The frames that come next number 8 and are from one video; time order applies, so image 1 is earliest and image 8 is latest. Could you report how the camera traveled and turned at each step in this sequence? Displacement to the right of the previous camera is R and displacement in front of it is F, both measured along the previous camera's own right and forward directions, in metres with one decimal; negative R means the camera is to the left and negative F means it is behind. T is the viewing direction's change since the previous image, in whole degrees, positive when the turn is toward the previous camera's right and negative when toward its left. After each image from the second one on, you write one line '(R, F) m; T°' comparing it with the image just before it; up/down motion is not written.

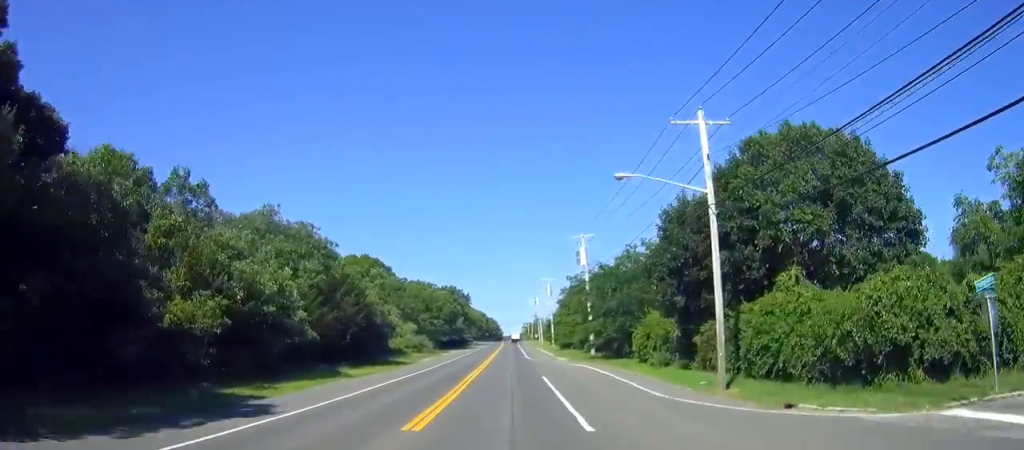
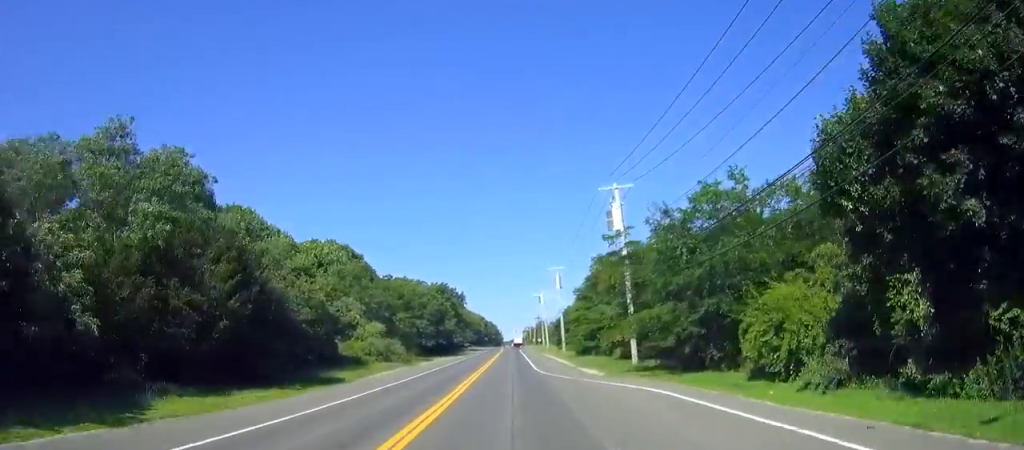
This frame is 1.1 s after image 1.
(+0.2, +22.2) m; 0°
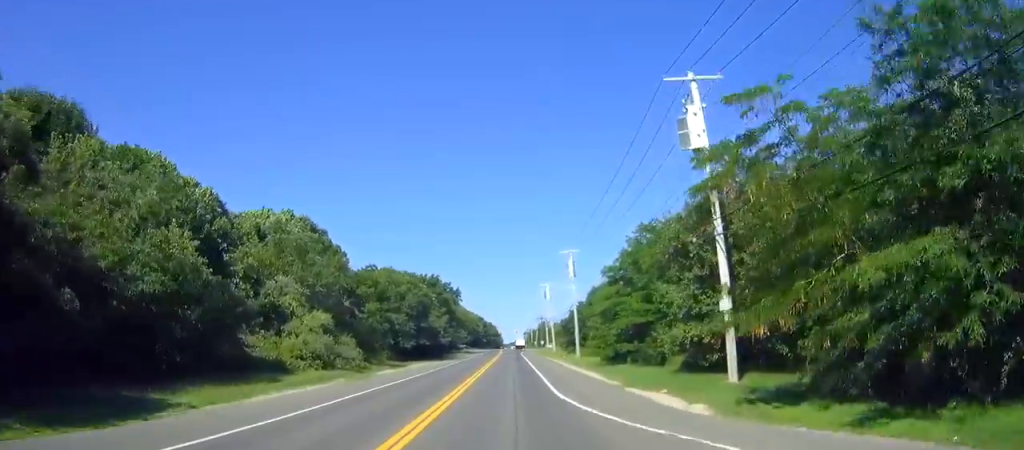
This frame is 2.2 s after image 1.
(0.0, +19.9) m; 0°
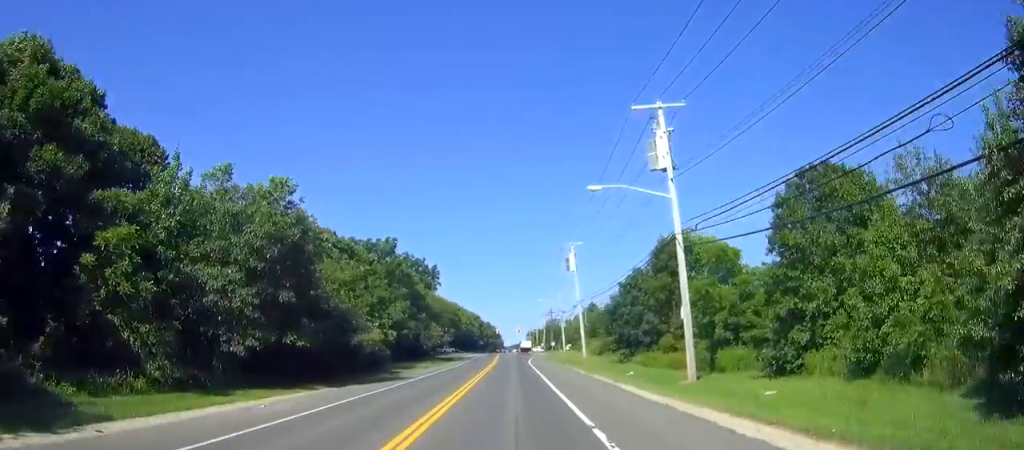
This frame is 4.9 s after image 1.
(-0.4, +47.0) m; -1°
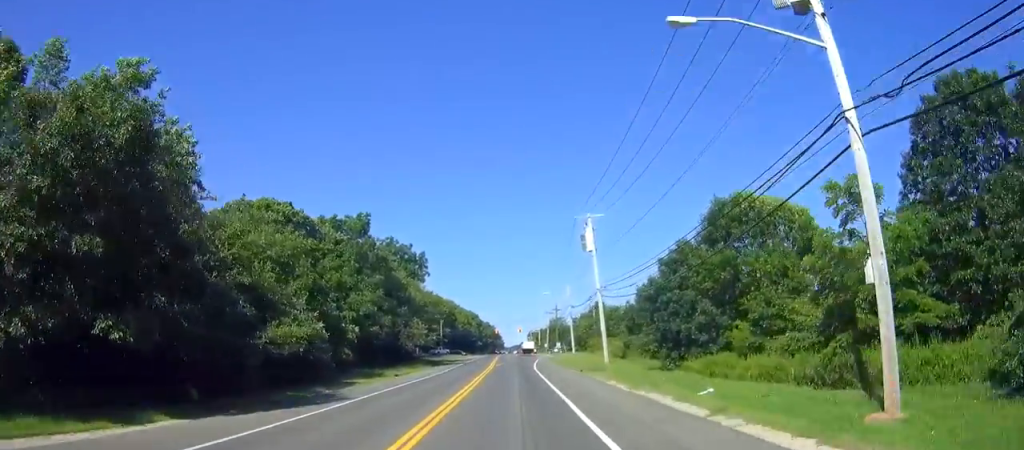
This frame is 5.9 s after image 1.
(-0.1, +15.8) m; 0°
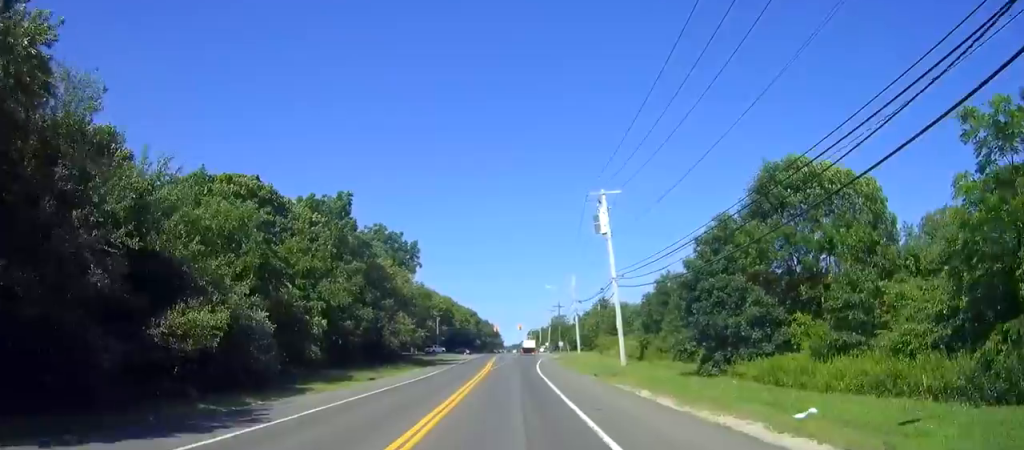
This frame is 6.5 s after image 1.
(-0.1, +8.5) m; +1°
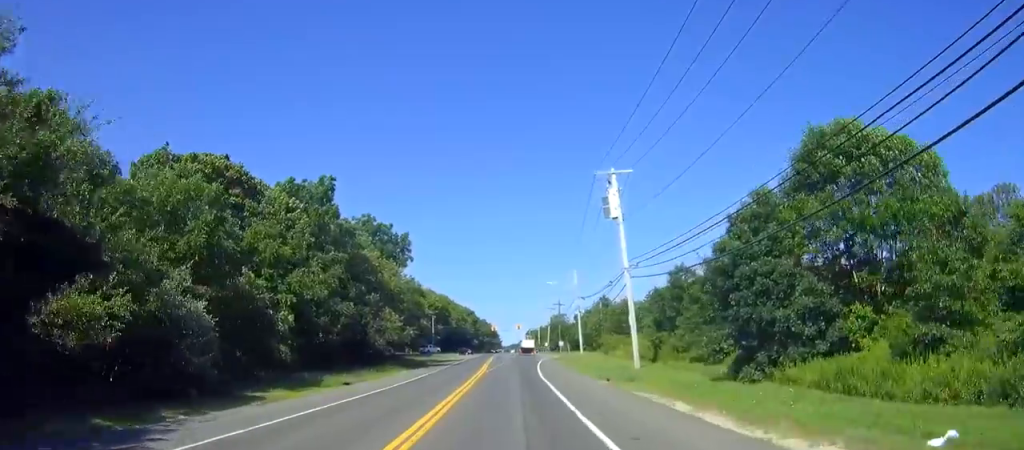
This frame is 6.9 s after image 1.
(+0.1, +5.7) m; +1°
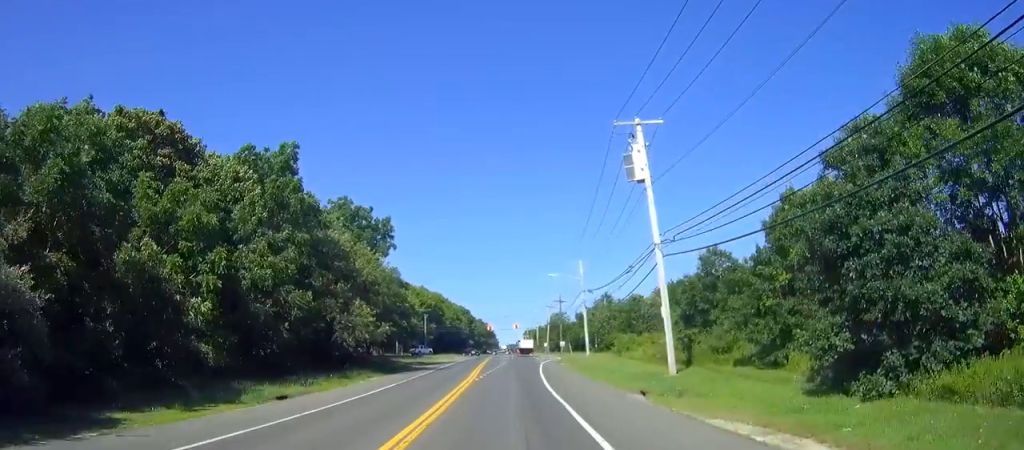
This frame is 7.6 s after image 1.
(+0.2, +9.7) m; +1°
